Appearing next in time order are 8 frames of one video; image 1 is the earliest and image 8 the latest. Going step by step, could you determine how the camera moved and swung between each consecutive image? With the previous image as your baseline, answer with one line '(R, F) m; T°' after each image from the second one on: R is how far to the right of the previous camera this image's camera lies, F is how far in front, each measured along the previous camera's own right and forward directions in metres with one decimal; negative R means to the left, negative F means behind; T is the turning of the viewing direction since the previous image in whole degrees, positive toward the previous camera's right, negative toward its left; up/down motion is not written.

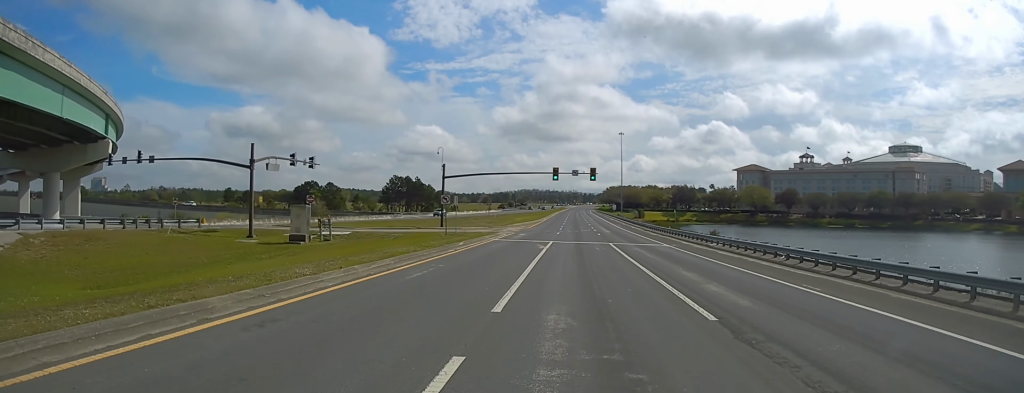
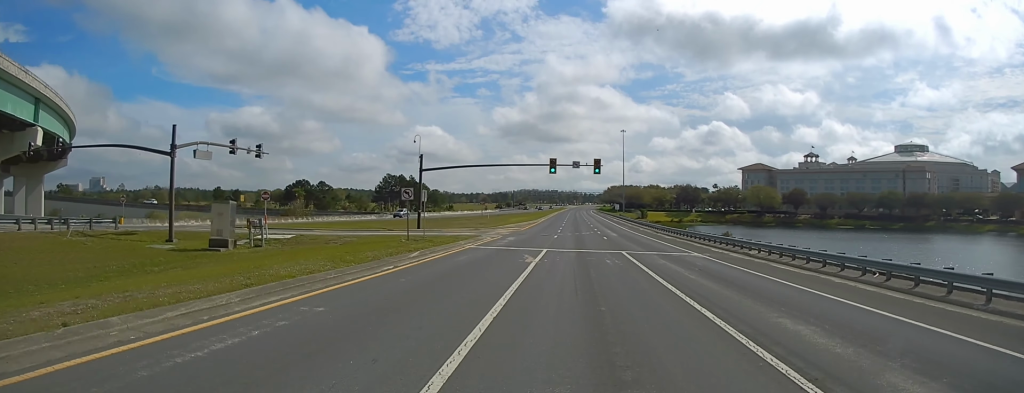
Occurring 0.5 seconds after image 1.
(+0.1, +10.1) m; 0°
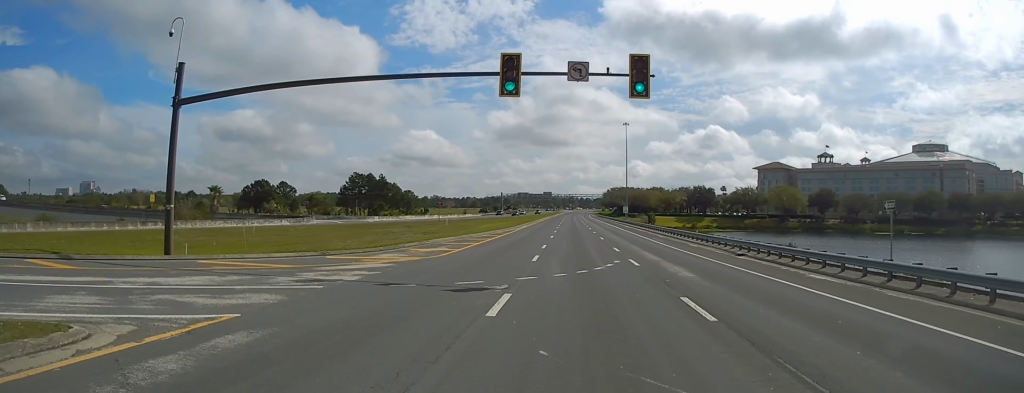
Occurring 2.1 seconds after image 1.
(0.0, +35.9) m; 0°
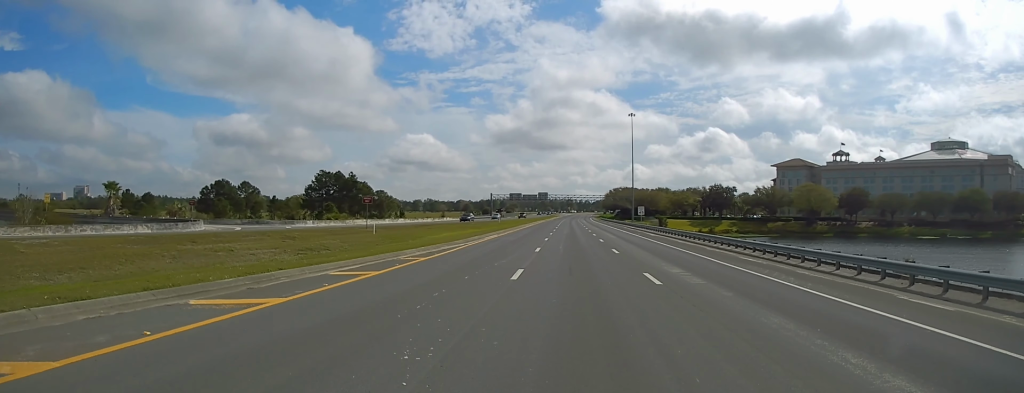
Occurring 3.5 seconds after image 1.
(-0.1, +29.9) m; 0°
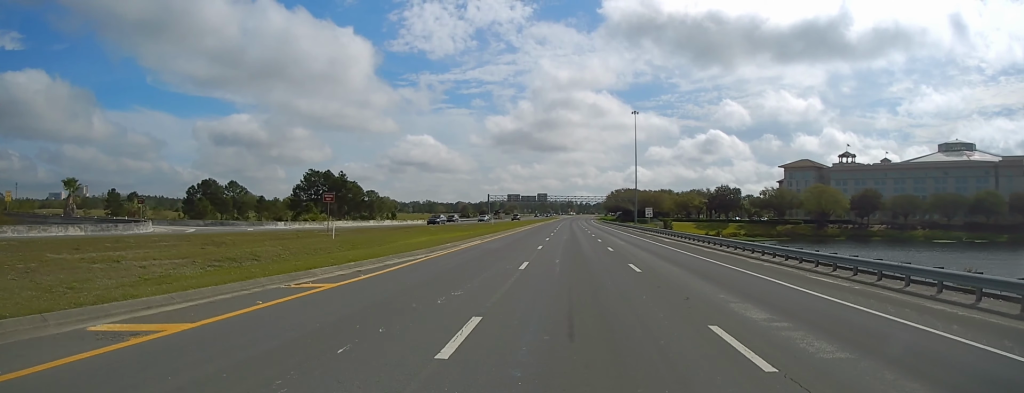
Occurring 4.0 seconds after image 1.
(+0.1, +9.1) m; 0°
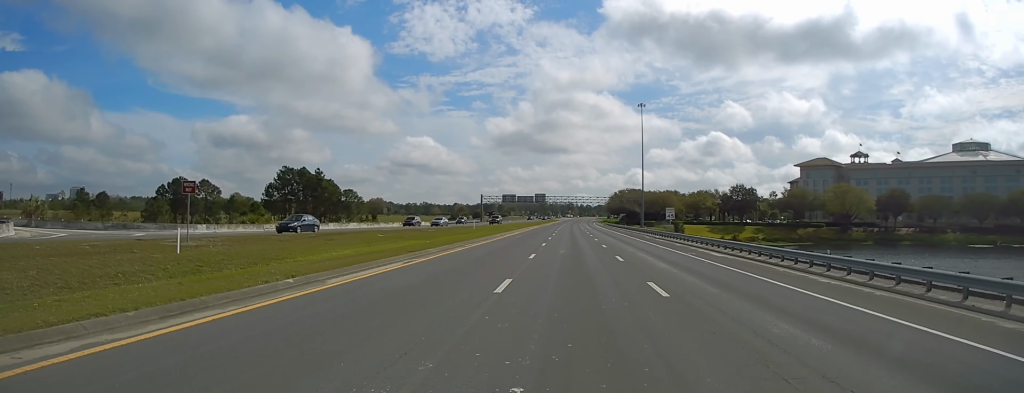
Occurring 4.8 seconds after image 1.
(0.0, +18.2) m; 0°
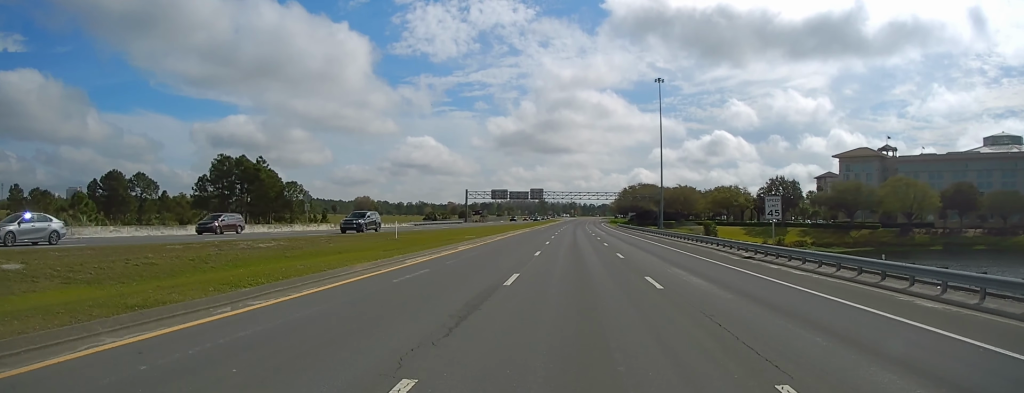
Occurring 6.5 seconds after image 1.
(+0.1, +34.3) m; 0°
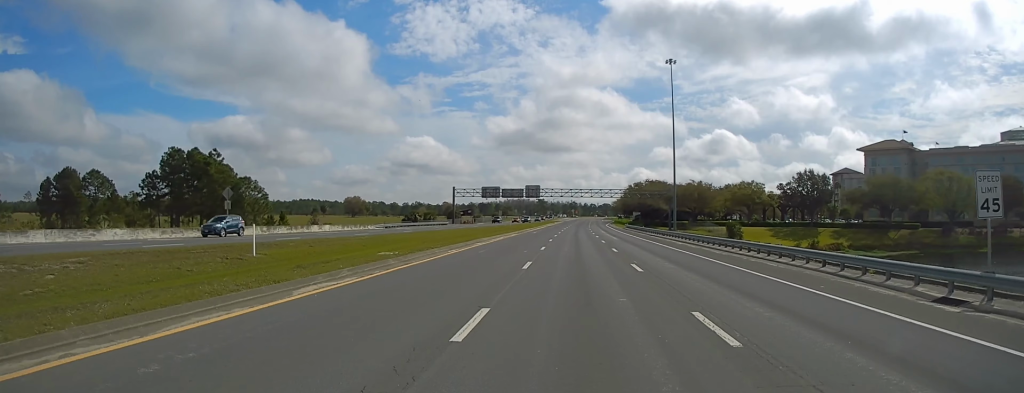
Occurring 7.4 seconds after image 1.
(-0.2, +18.9) m; 0°
